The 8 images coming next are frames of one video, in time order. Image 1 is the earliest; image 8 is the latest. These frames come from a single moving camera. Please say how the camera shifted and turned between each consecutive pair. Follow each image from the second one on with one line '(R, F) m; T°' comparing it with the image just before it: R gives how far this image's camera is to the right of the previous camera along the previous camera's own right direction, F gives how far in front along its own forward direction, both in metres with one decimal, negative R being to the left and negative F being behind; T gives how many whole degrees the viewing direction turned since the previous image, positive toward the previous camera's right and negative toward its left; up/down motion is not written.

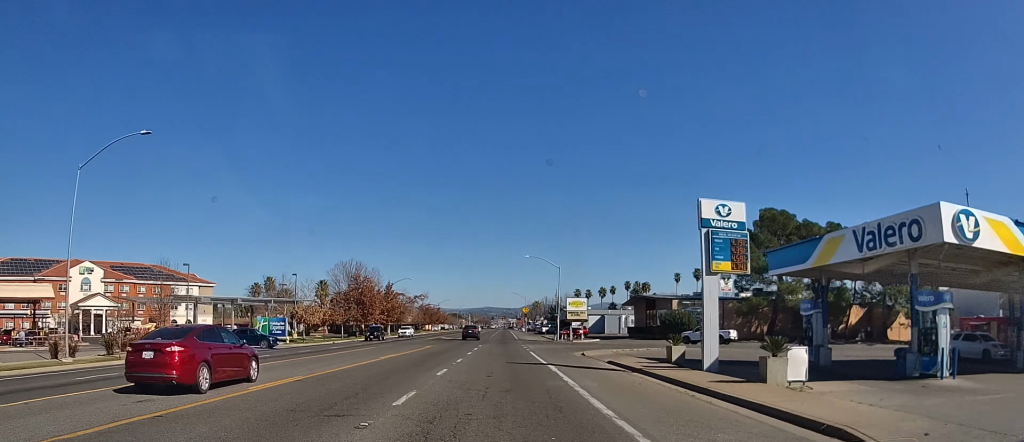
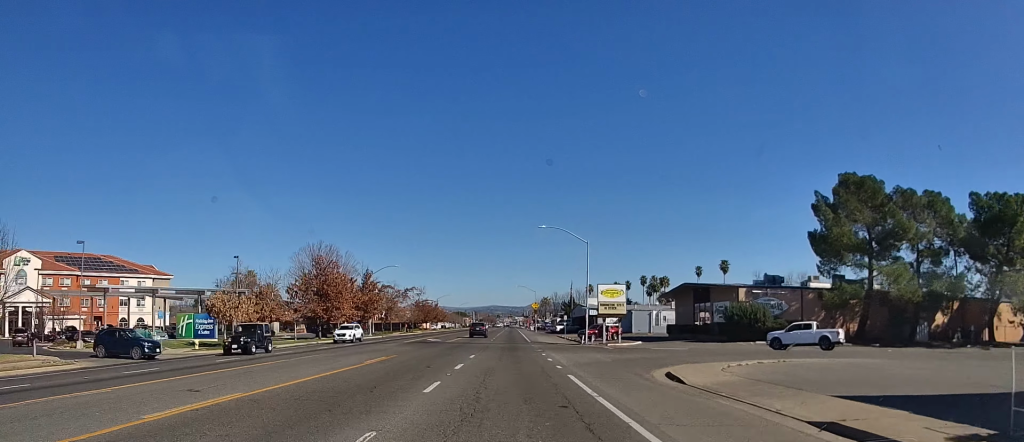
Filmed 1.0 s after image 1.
(+0.5, +19.3) m; 0°
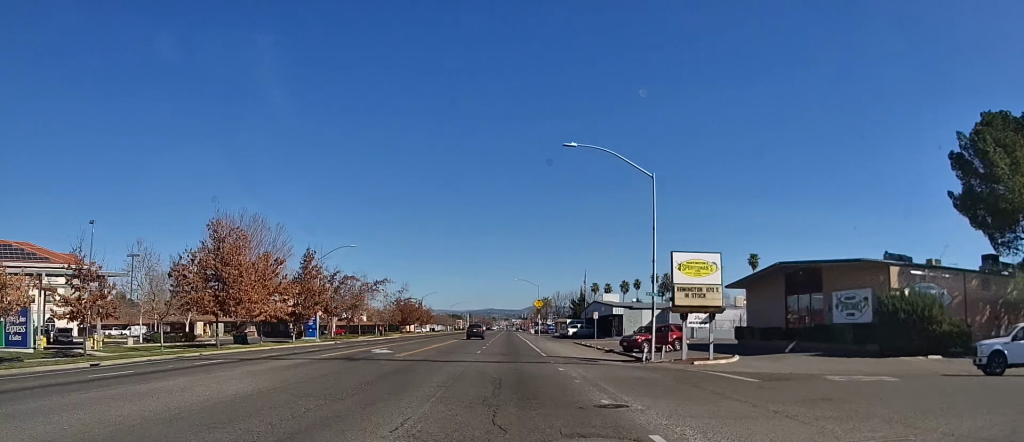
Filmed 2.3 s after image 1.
(-0.7, +23.3) m; -1°
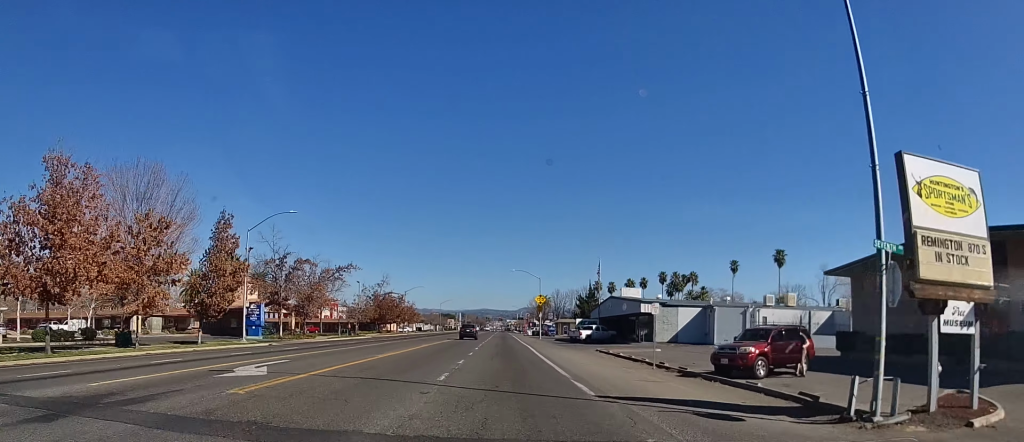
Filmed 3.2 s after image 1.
(+0.5, +17.5) m; 0°
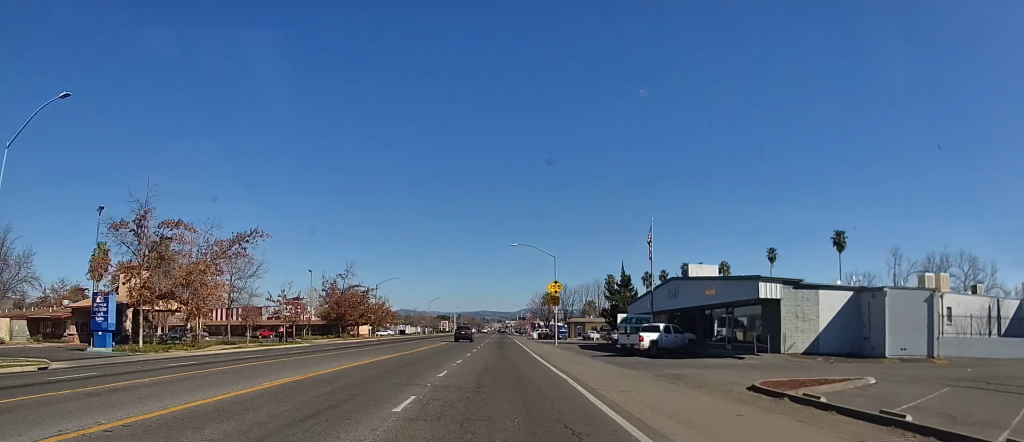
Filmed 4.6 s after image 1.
(-0.6, +26.8) m; 0°
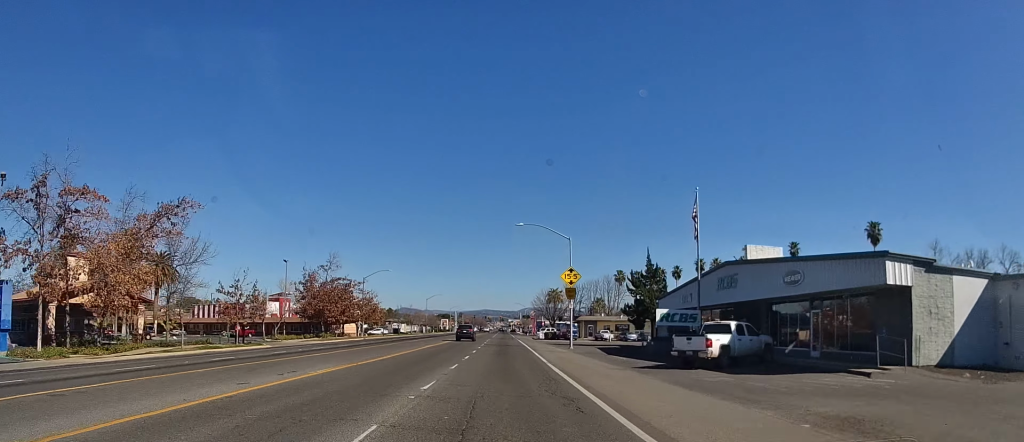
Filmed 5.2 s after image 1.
(+0.3, +10.9) m; +1°
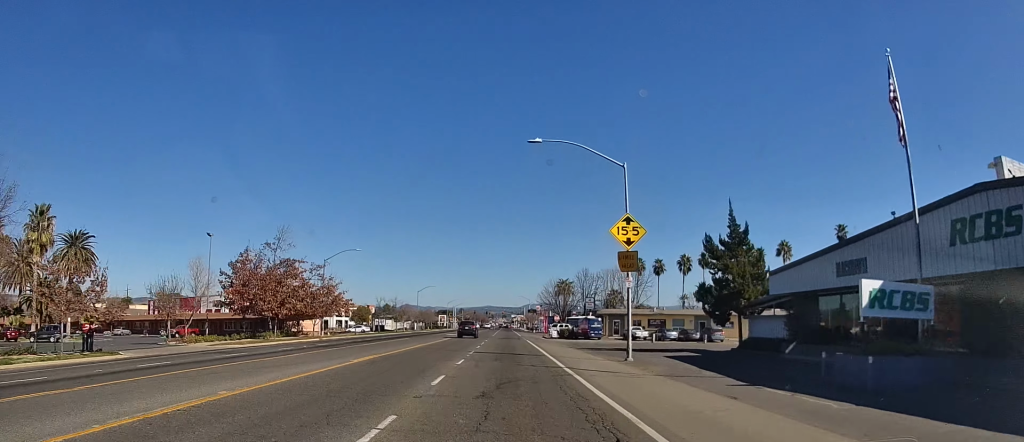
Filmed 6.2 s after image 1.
(+0.3, +21.2) m; +1°
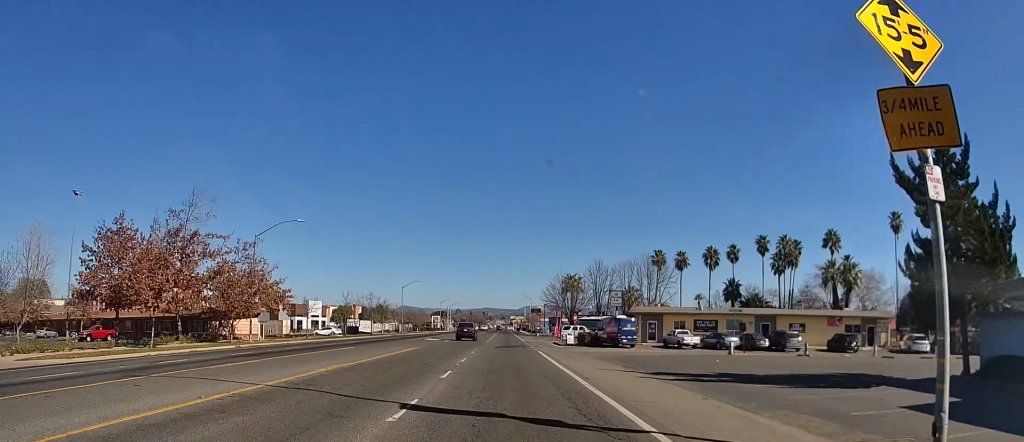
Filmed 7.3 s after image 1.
(-0.1, +20.0) m; -3°
